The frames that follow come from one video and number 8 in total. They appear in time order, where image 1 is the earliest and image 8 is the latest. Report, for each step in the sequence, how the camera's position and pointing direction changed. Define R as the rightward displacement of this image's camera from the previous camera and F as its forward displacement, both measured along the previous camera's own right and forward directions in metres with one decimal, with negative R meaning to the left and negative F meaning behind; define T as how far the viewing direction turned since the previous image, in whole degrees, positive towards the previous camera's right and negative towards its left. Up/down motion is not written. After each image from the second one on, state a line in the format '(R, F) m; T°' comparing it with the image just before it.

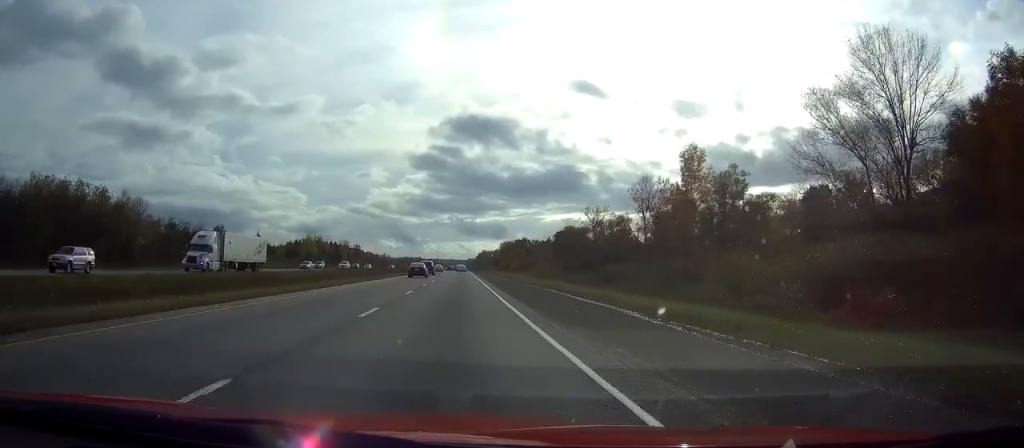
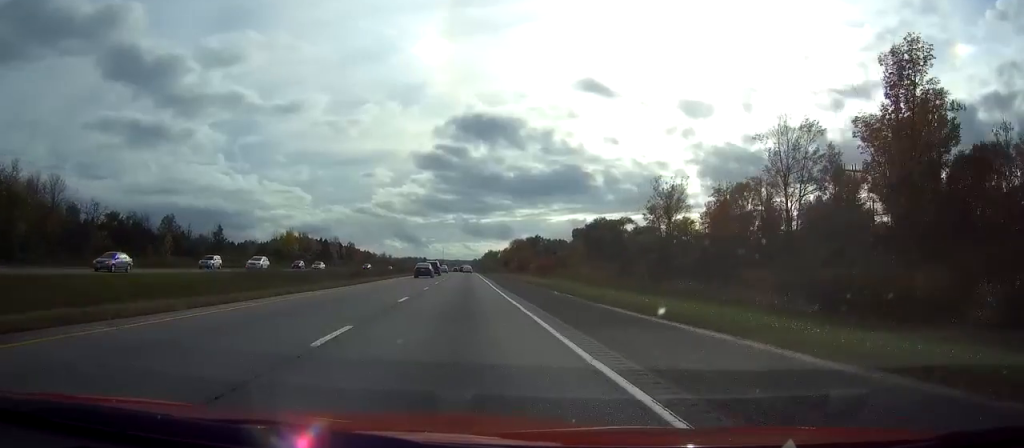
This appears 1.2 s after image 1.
(0.0, +41.5) m; 0°
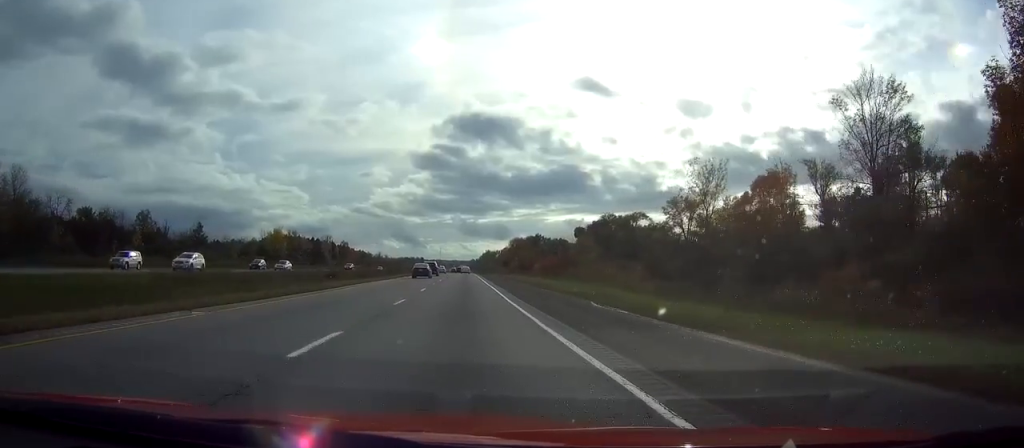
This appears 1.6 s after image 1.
(0.0, +13.4) m; 0°
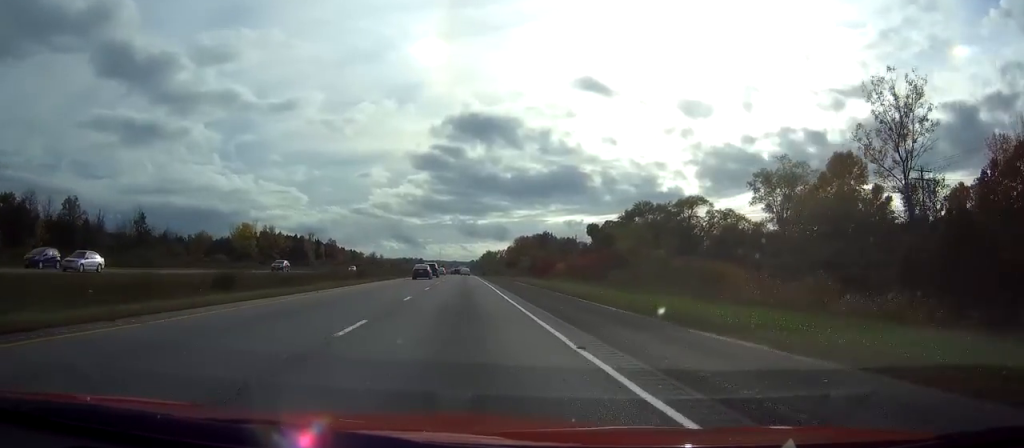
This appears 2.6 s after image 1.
(0.0, +33.6) m; 0°
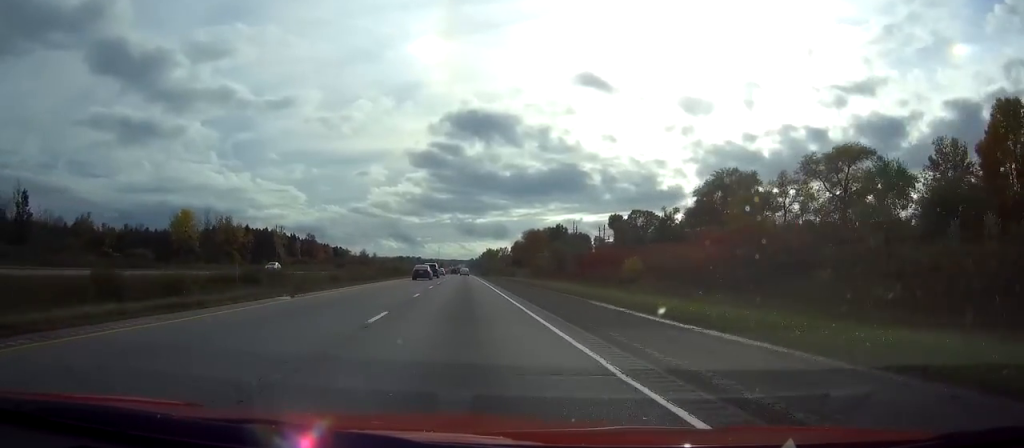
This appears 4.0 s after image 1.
(0.0, +44.9) m; 0°
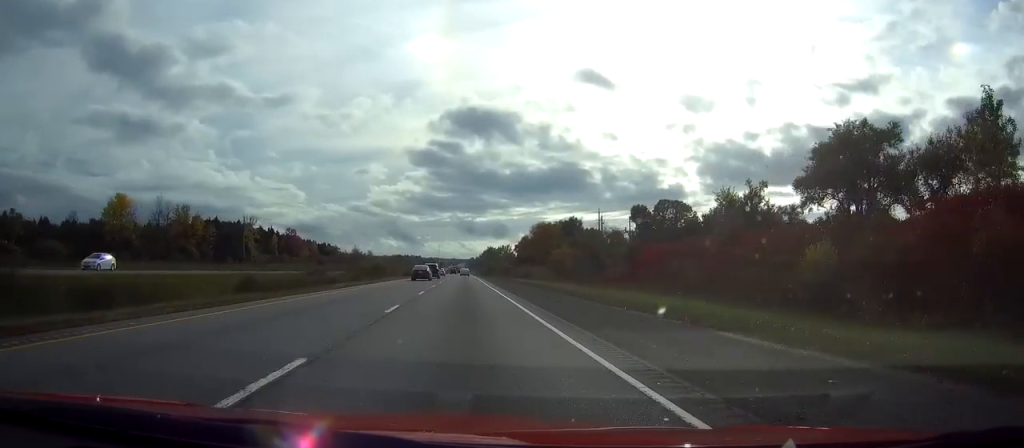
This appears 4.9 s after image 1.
(0.0, +32.6) m; 0°
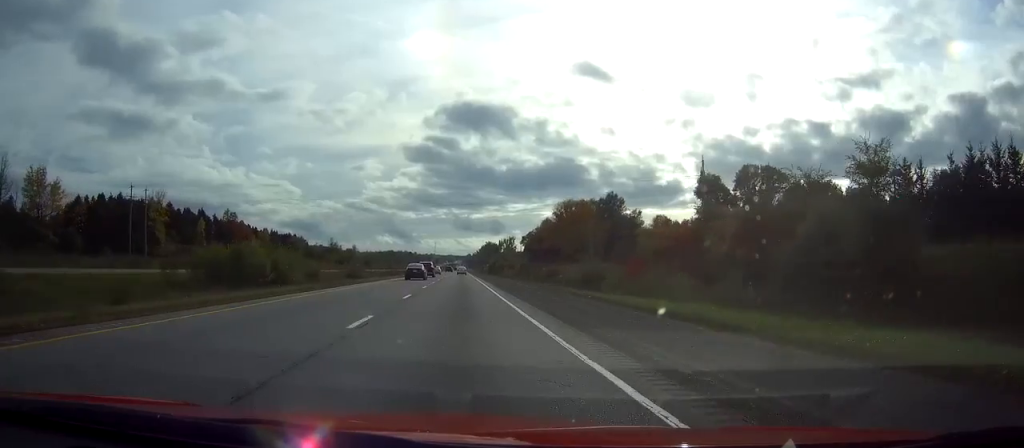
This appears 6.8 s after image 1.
(0.0, +64.2) m; 0°
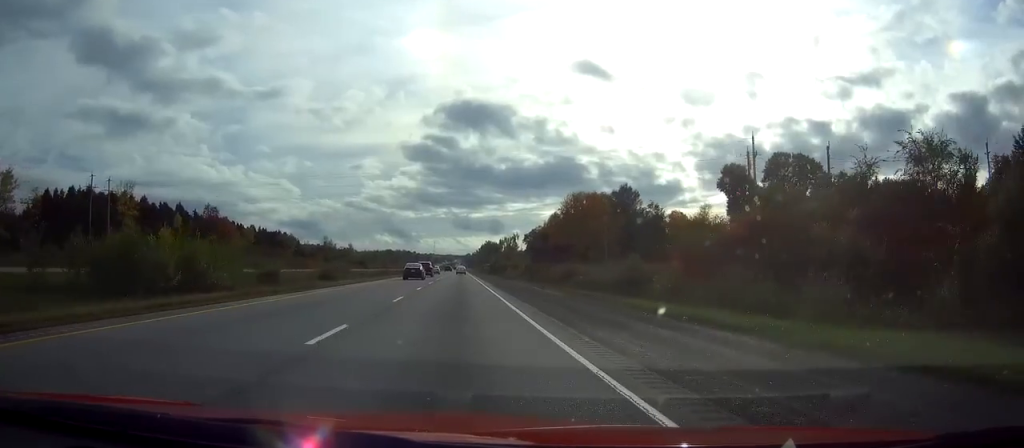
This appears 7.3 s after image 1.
(0.0, +14.7) m; 0°
